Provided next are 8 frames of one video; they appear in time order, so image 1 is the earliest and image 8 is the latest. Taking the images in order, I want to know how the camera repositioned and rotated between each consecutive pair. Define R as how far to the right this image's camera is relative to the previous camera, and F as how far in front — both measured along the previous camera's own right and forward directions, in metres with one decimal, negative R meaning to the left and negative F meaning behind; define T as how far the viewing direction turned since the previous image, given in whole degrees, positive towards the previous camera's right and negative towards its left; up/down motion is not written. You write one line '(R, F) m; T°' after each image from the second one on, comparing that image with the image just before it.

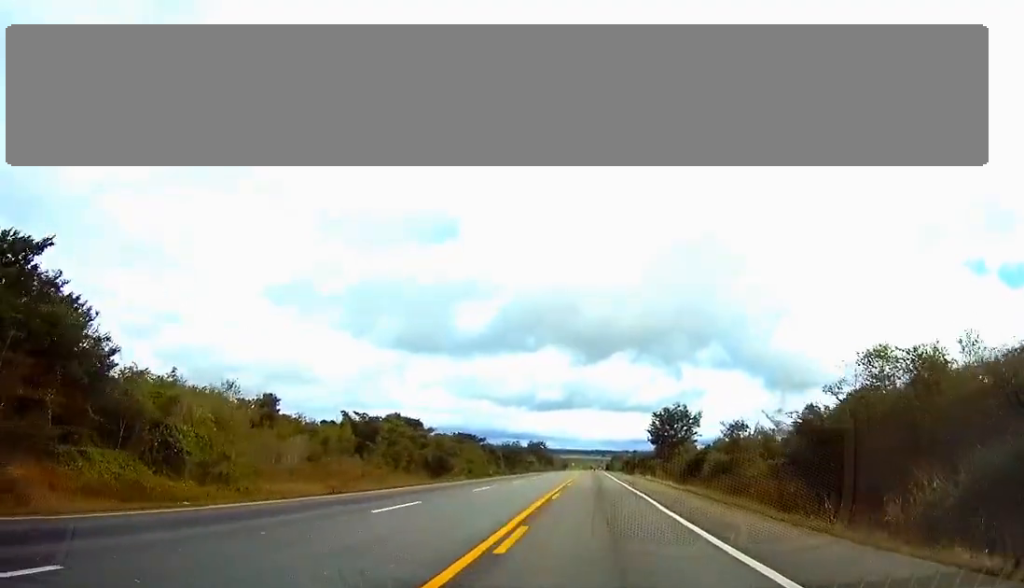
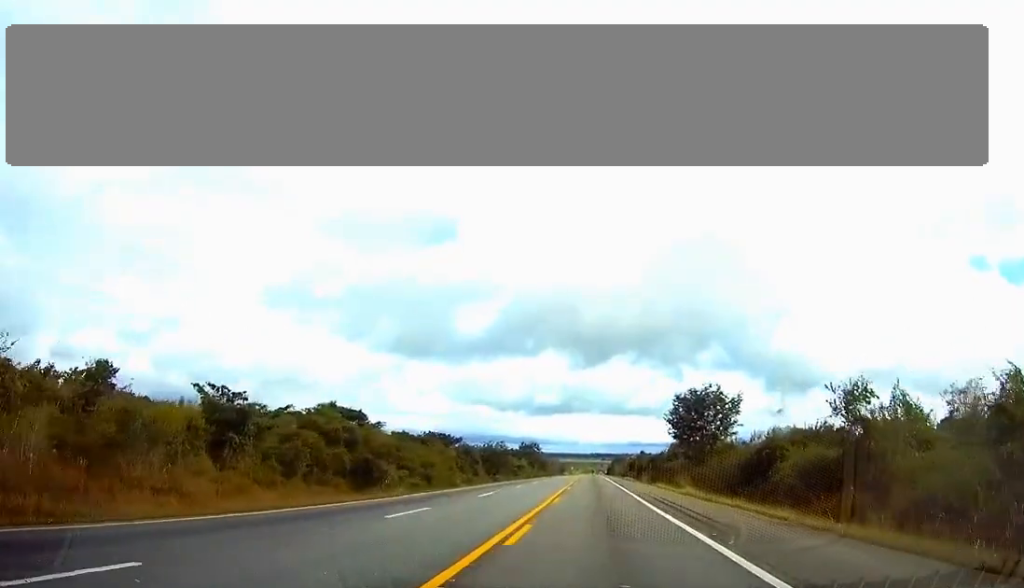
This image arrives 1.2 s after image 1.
(0.0, +31.2) m; 0°
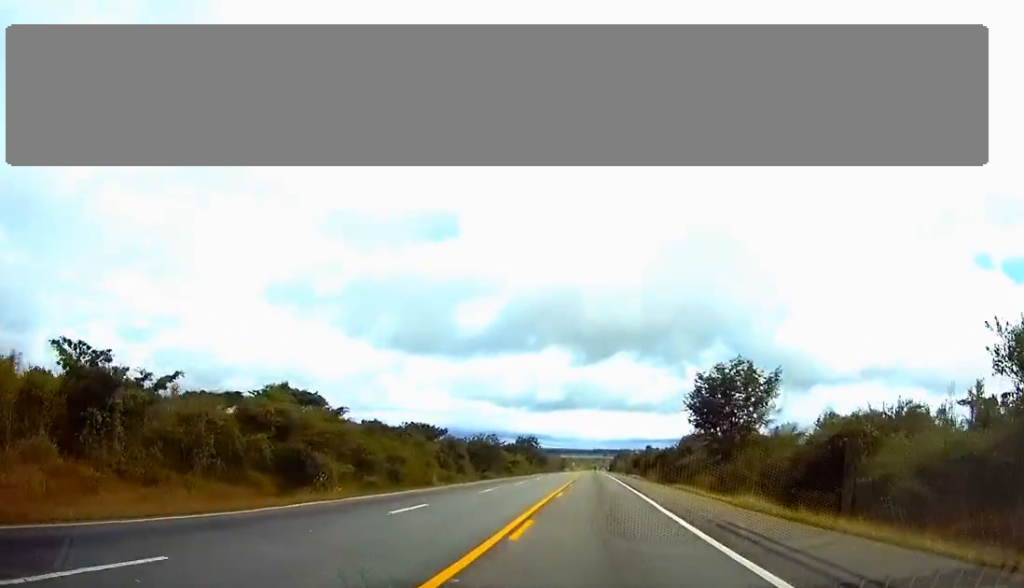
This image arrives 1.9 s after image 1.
(0.0, +15.9) m; 0°
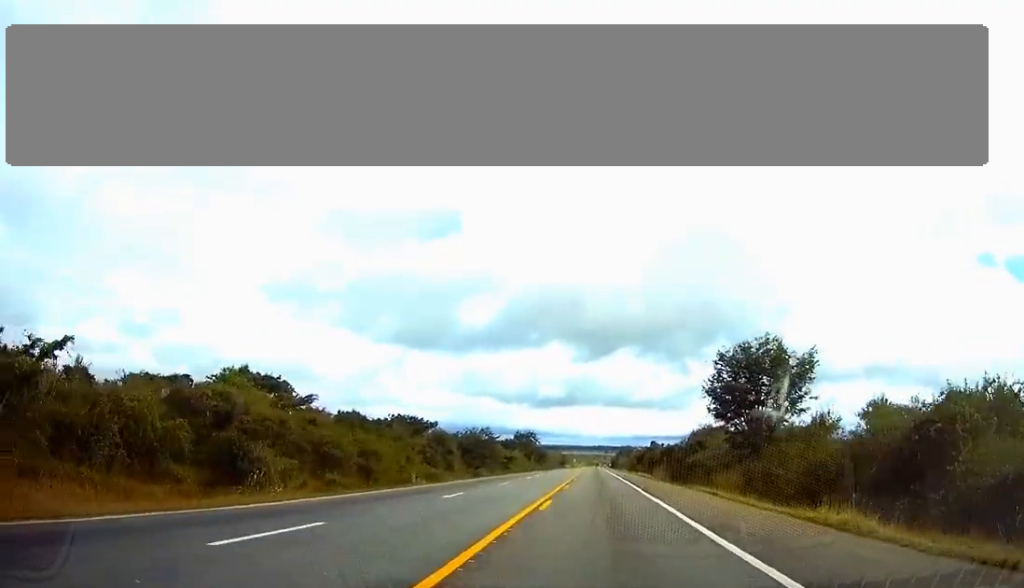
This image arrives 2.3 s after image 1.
(0.0, +10.0) m; 0°
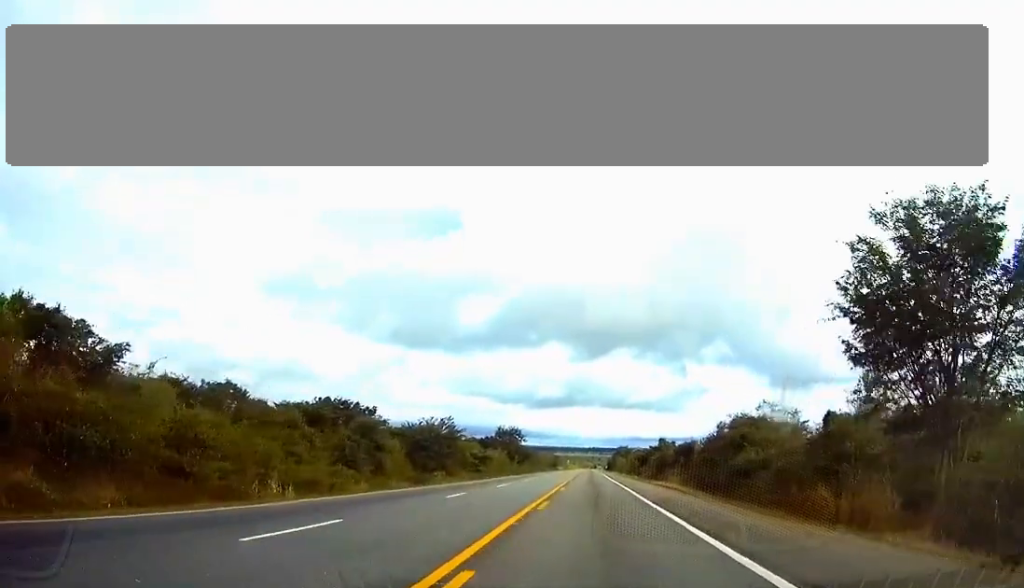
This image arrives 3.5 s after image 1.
(0.0, +31.5) m; 0°
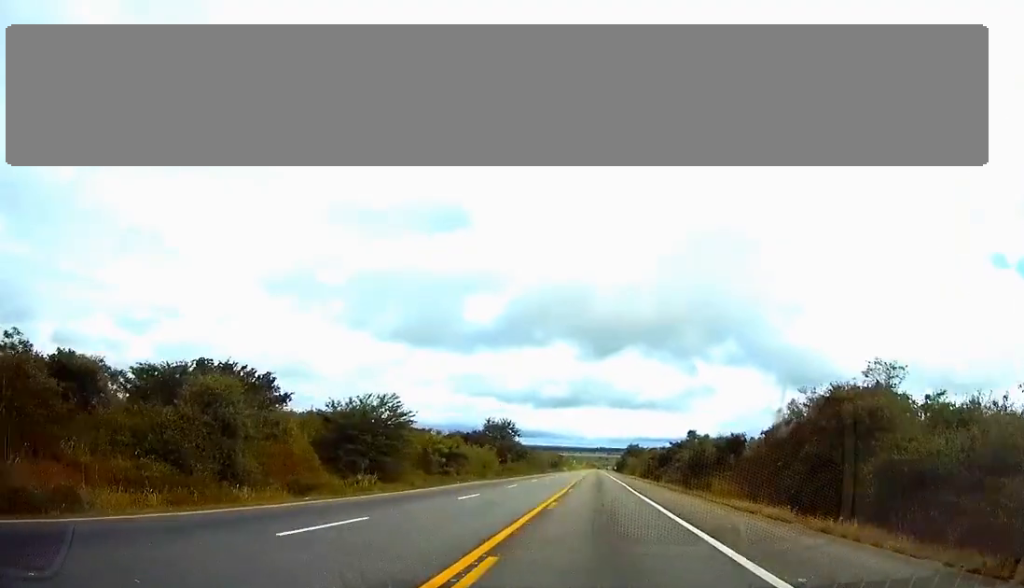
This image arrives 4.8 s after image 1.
(-0.1, +31.2) m; 0°
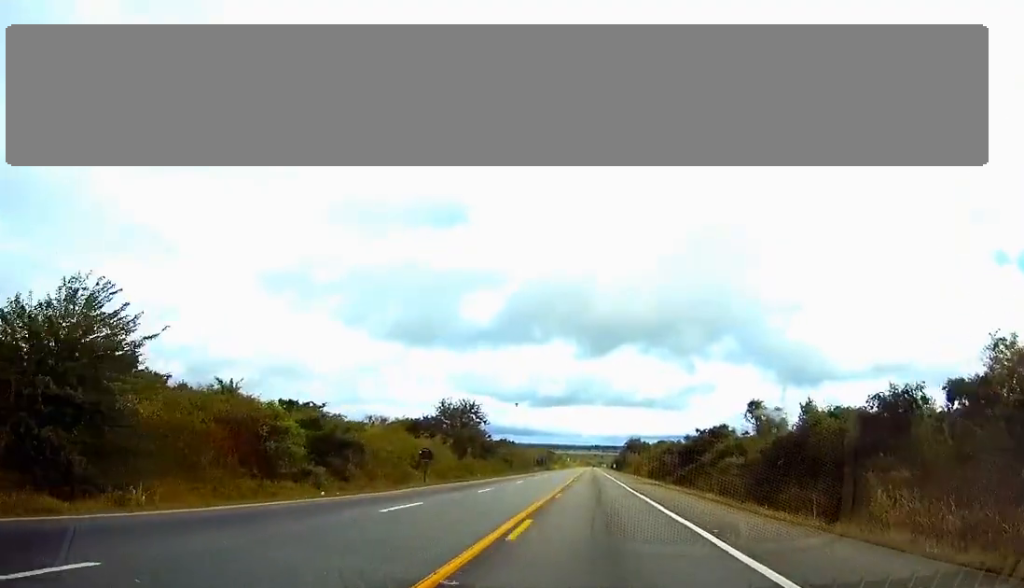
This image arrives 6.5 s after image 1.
(+0.3, +42.5) m; +3°
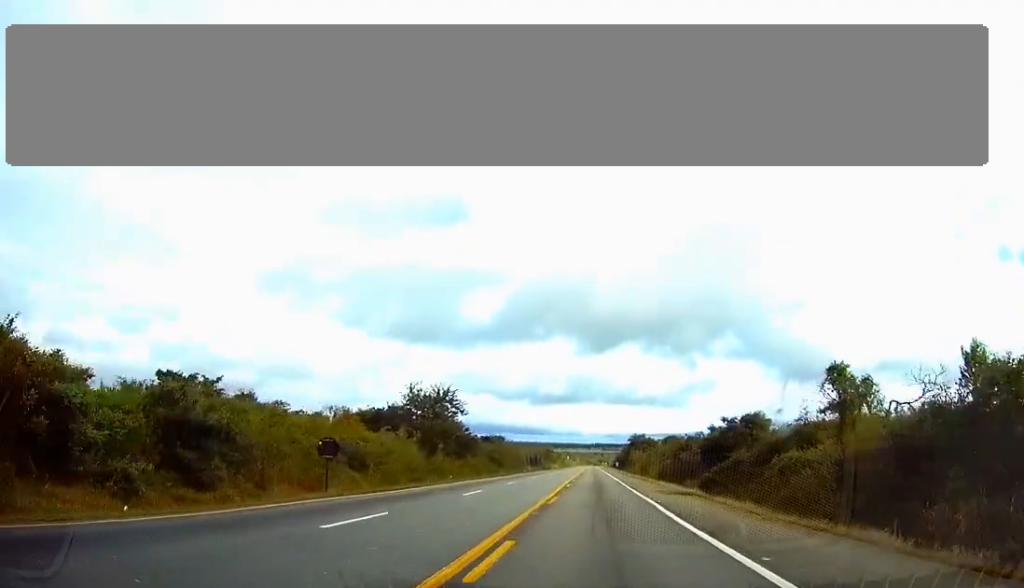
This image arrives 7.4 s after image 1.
(+0.8, +20.3) m; -2°
